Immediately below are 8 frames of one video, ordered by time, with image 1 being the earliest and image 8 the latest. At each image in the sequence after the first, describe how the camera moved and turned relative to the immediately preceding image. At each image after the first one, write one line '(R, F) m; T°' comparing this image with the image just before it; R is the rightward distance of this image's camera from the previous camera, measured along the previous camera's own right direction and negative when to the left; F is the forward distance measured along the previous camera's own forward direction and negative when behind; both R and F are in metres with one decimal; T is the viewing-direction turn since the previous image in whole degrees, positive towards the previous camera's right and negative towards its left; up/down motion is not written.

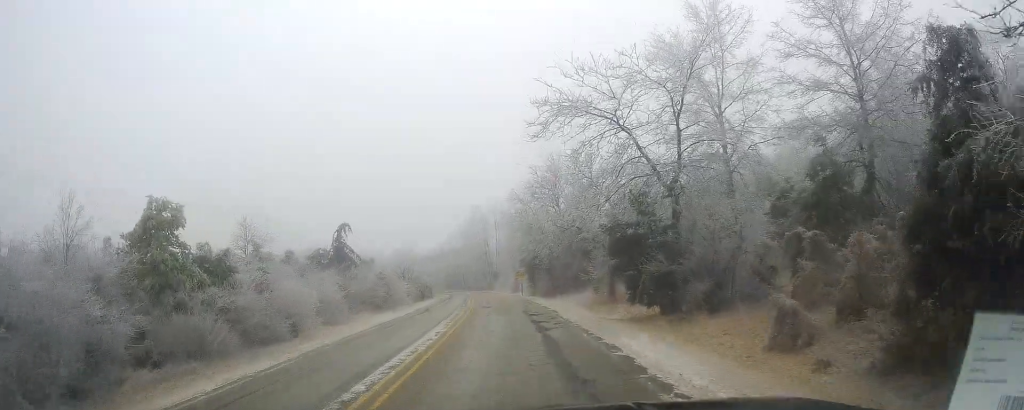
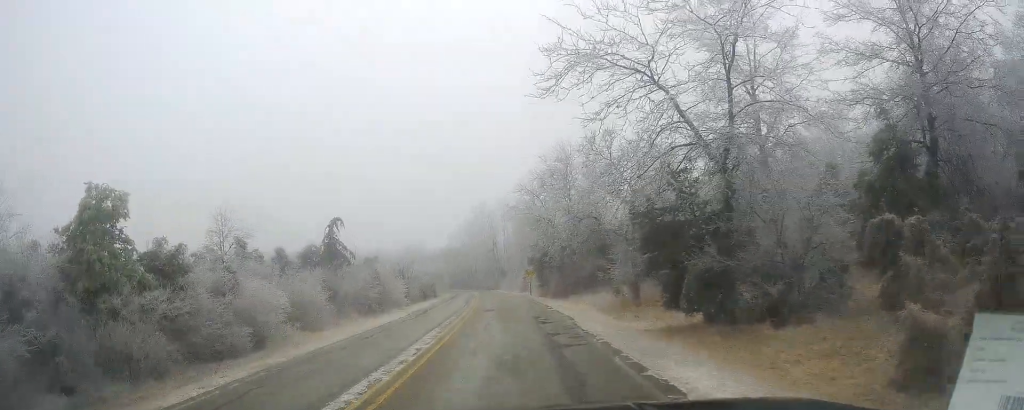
(0.0, +4.1) m; 0°
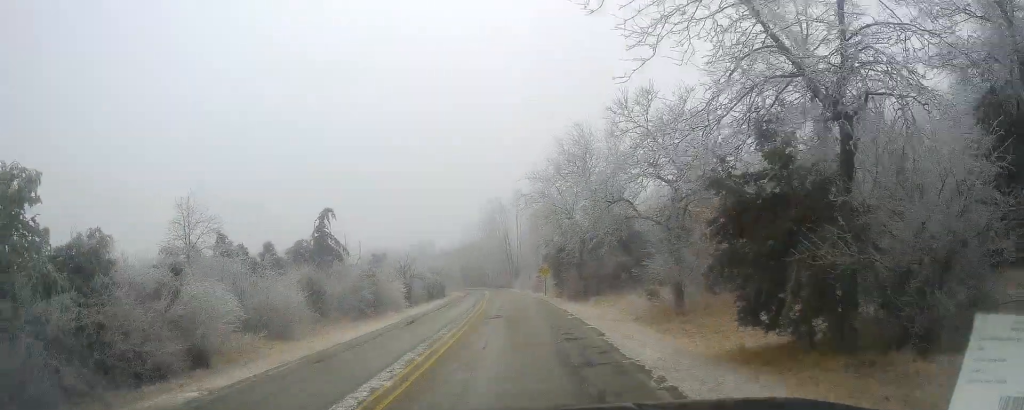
(0.0, +5.0) m; 0°
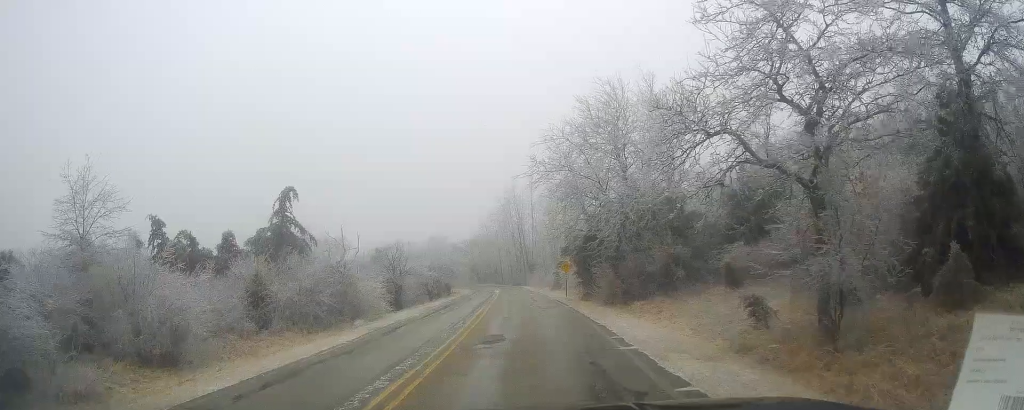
(0.0, +9.1) m; -1°
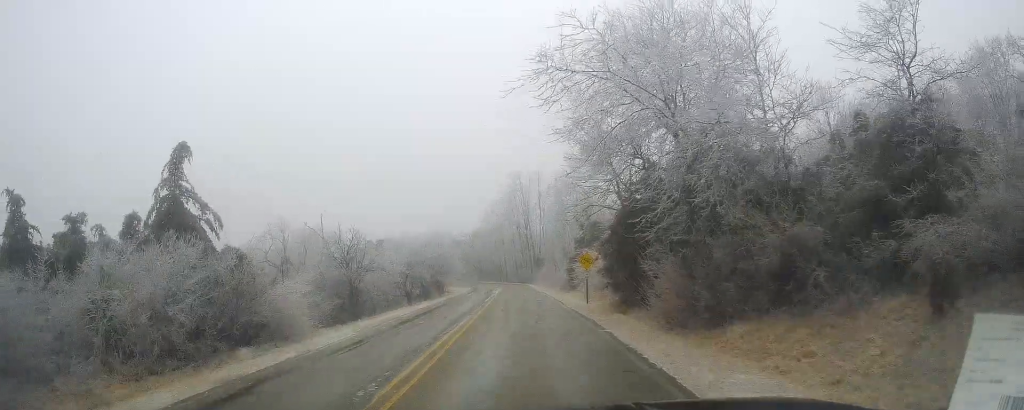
(-0.2, +11.4) m; -4°
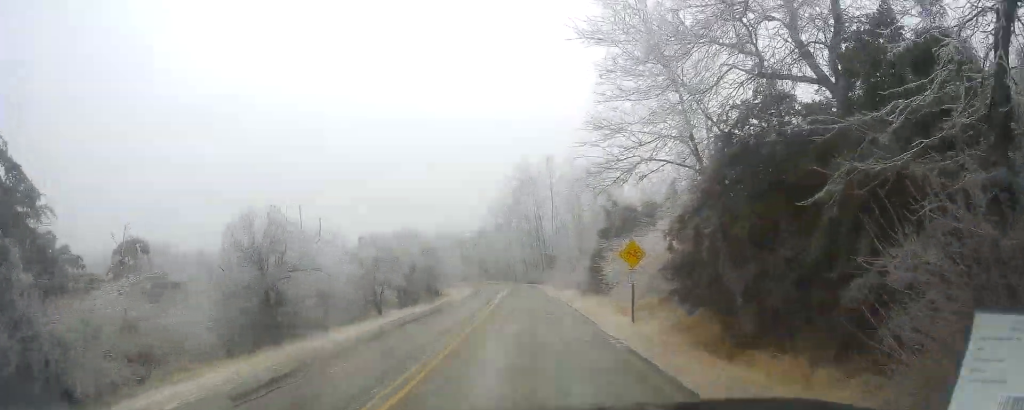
(-0.3, +10.4) m; 0°
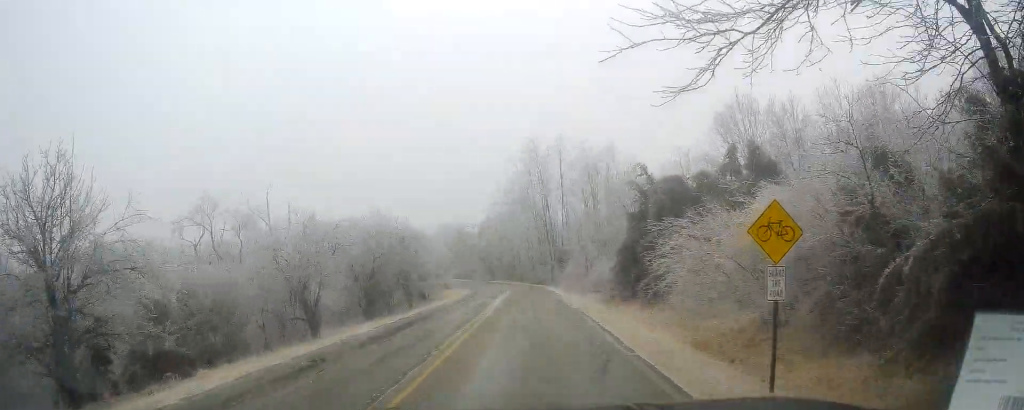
(+0.1, +10.0) m; 0°
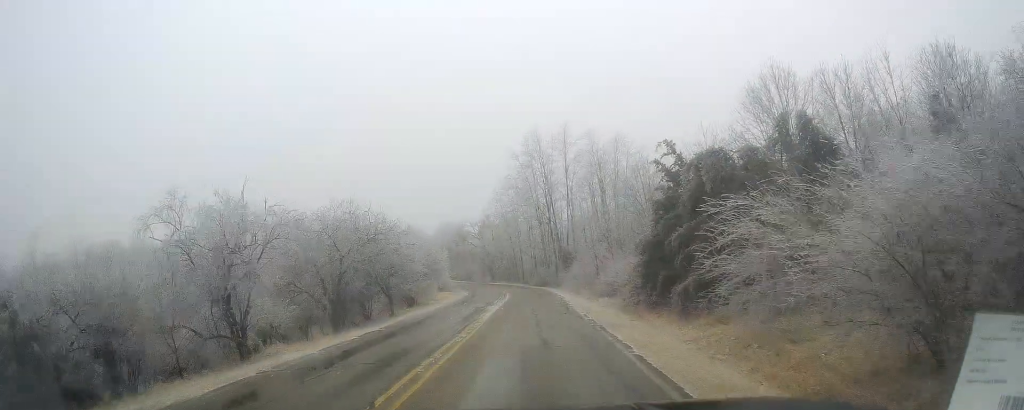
(-0.3, +5.4) m; 0°
